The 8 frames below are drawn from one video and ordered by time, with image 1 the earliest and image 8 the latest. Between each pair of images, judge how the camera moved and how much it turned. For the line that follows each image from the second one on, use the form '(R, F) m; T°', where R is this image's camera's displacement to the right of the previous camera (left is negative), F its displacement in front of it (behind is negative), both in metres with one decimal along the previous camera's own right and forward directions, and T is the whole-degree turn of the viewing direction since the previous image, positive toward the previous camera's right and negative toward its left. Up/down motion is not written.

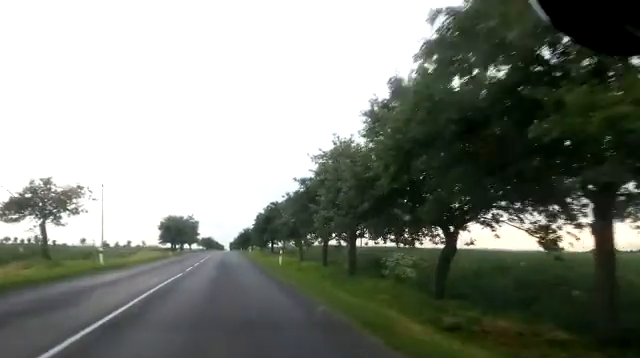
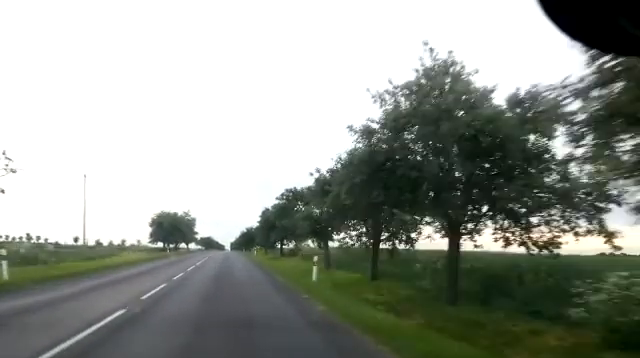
(-0.1, +10.8) m; -1°
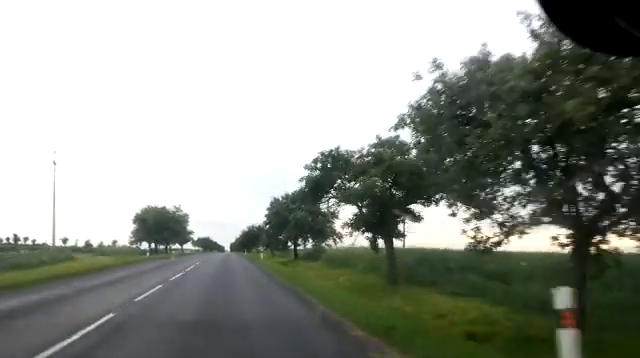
(-0.1, +12.3) m; 0°
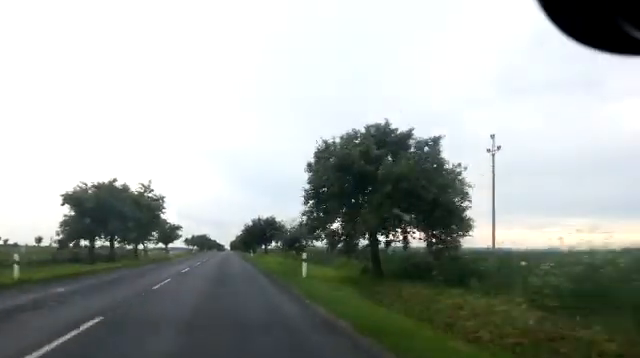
(0.0, +24.3) m; +1°
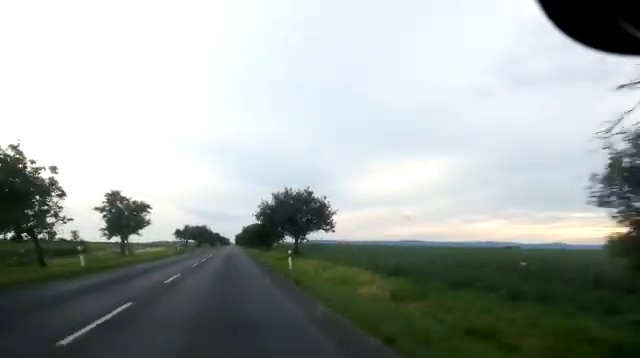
(+0.1, +34.0) m; 0°
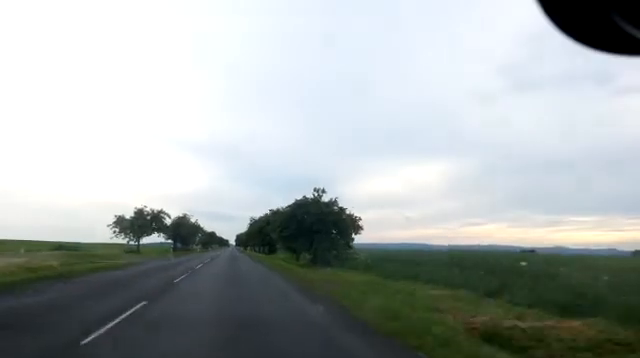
(-0.2, +53.1) m; 0°
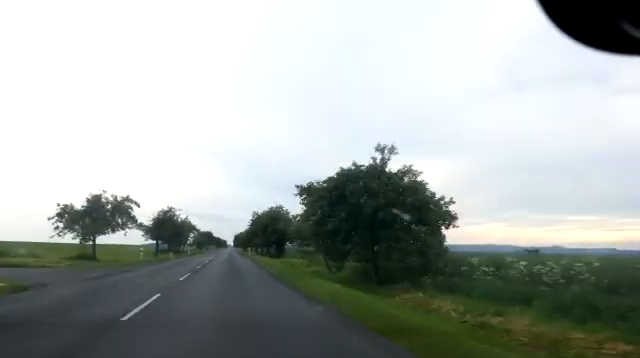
(+0.3, +15.5) m; 0°
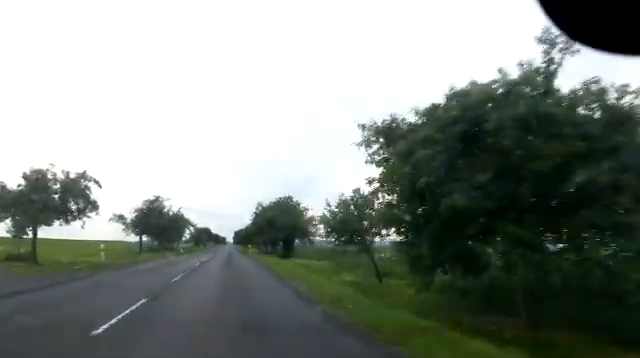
(-0.4, +10.5) m; 0°
